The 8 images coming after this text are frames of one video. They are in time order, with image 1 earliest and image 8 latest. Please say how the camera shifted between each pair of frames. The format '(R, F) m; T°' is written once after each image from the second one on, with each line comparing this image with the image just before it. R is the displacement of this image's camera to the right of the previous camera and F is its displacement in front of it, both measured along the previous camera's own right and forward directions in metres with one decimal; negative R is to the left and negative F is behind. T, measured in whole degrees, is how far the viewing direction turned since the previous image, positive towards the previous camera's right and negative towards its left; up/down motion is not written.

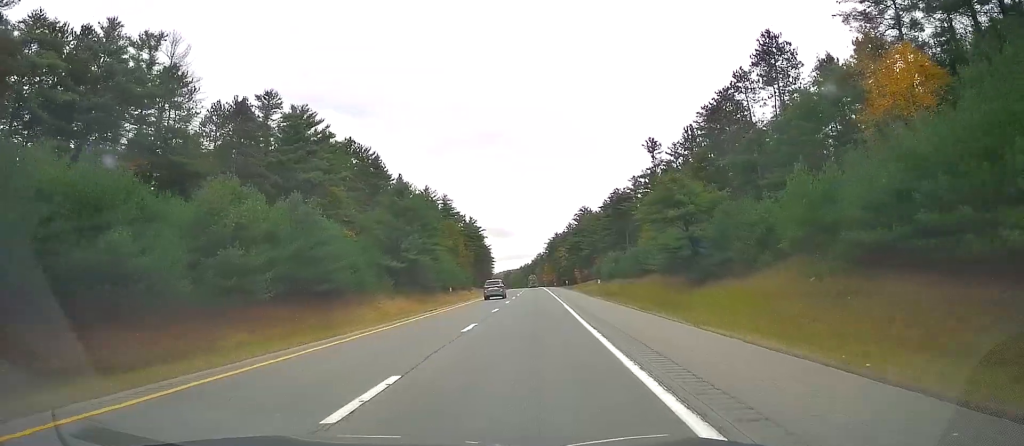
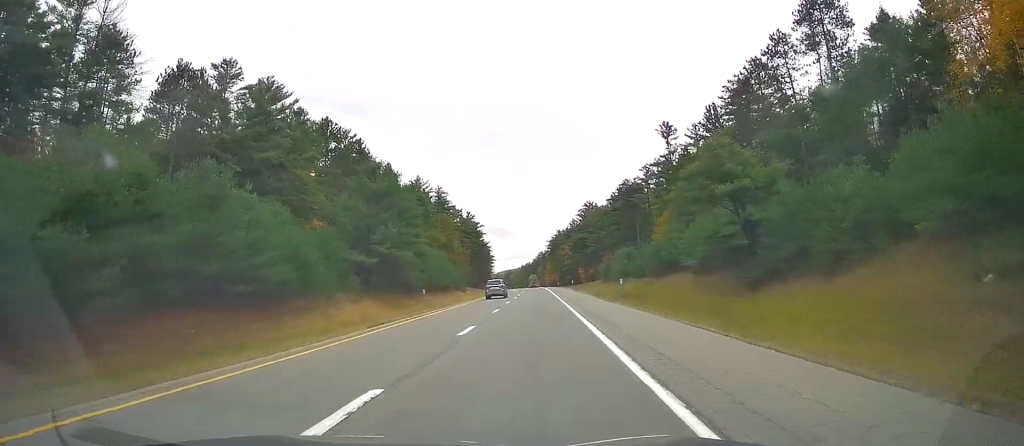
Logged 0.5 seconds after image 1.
(-0.1, +13.3) m; -1°
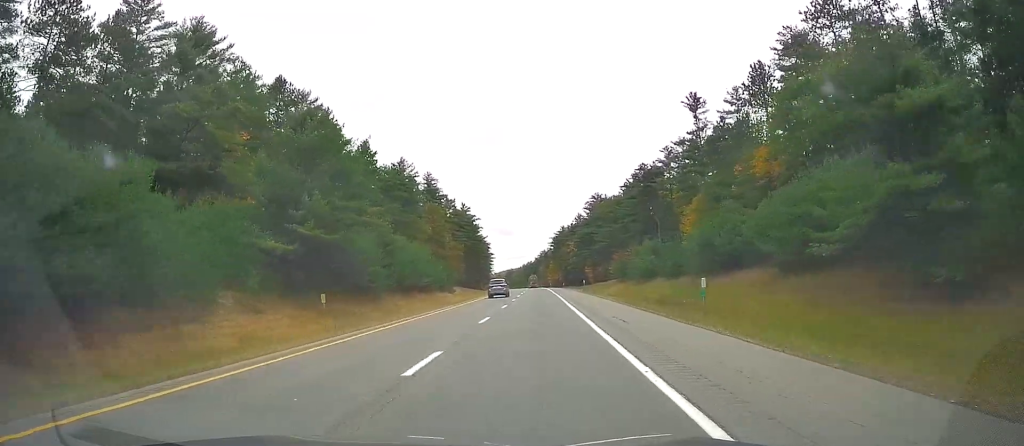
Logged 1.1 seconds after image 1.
(-0.1, +19.7) m; -1°
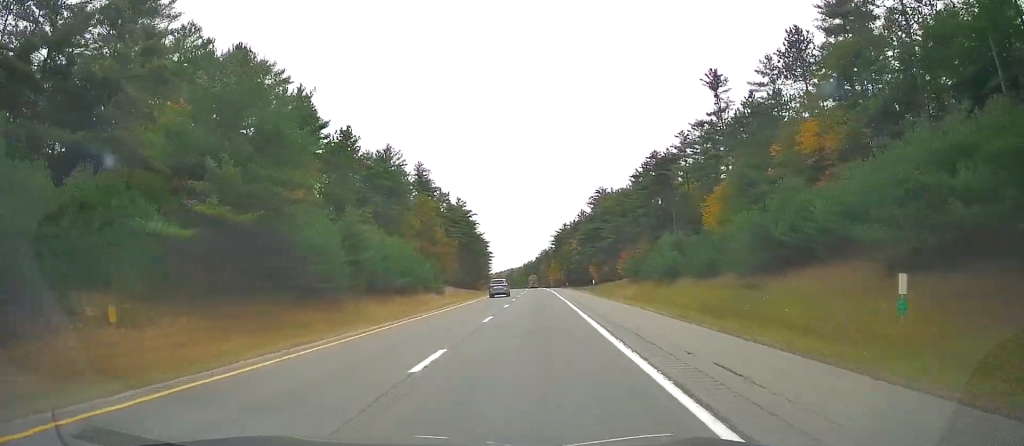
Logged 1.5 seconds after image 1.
(-0.2, +11.8) m; 0°
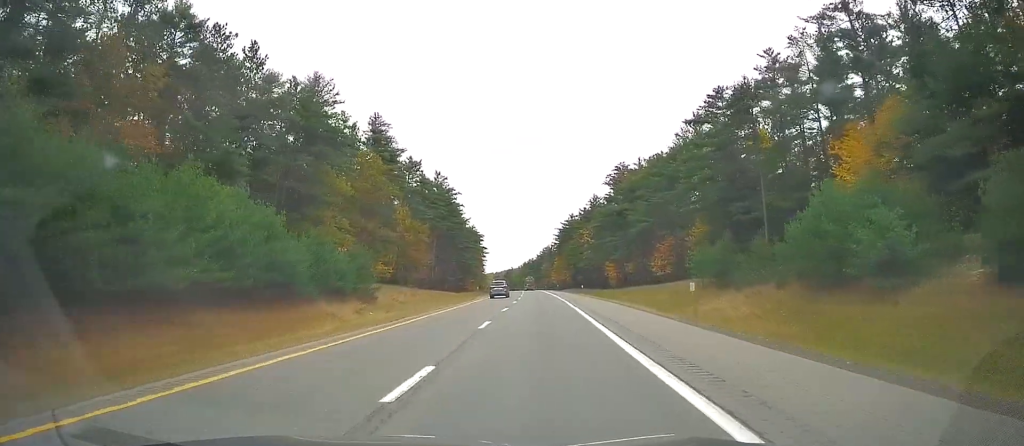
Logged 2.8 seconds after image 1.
(+0.1, +39.0) m; +1°
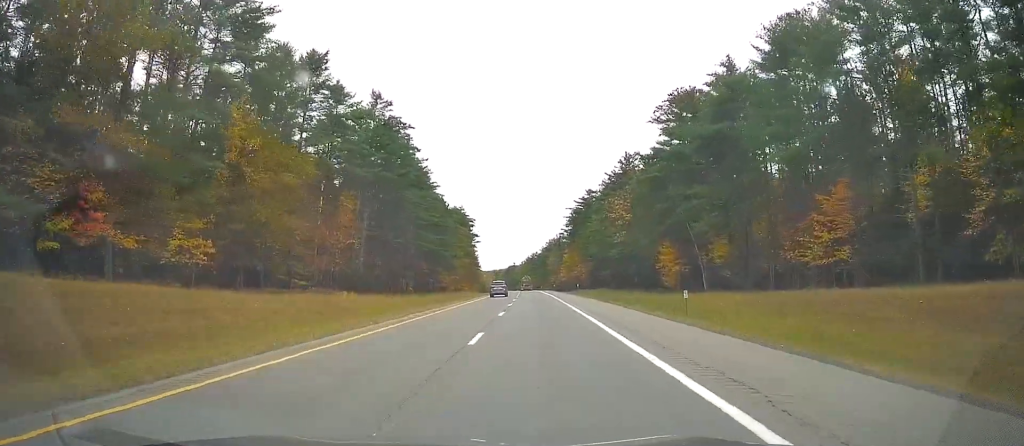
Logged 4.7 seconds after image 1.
(-0.3, +53.8) m; -1°
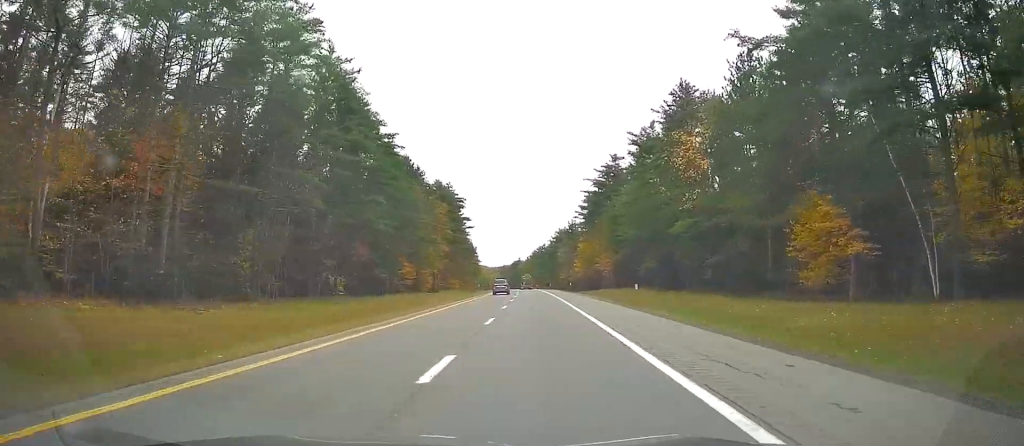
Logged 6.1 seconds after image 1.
(-0.2, +42.1) m; 0°
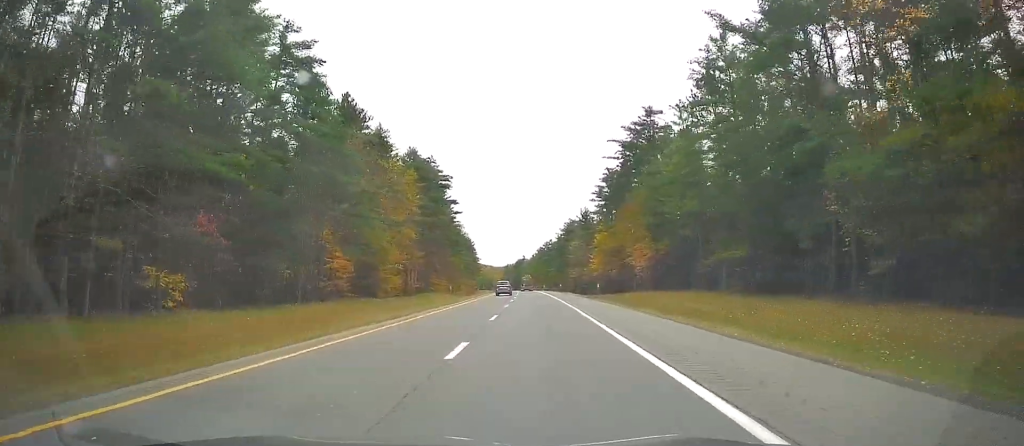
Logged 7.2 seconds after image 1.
(+0.2, +34.0) m; 0°
